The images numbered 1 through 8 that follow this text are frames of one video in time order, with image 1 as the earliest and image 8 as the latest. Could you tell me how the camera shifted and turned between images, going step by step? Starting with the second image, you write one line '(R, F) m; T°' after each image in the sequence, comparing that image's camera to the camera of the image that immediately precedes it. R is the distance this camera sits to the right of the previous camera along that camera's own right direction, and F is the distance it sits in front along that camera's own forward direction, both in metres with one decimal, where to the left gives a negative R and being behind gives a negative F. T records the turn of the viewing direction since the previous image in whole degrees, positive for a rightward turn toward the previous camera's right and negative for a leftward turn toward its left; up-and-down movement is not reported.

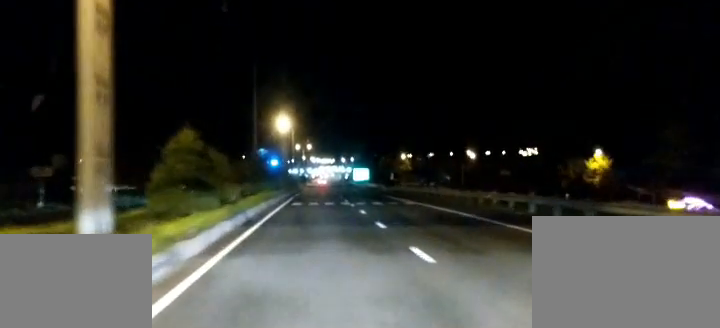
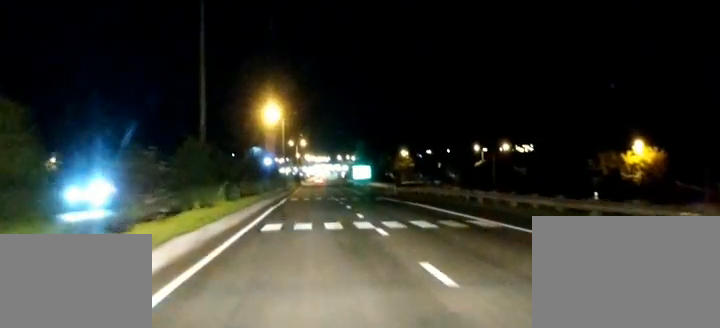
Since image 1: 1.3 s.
(0.0, +17.0) m; -1°
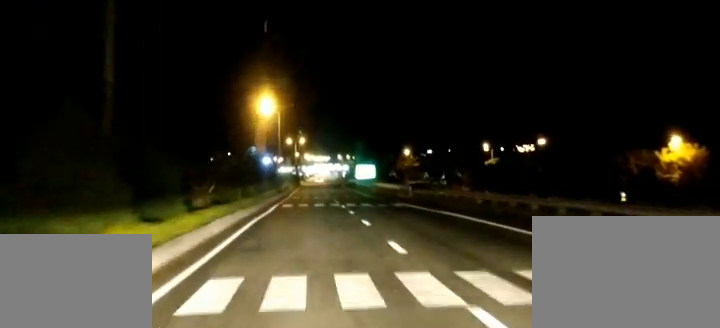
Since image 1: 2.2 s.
(-0.1, +11.6) m; -1°
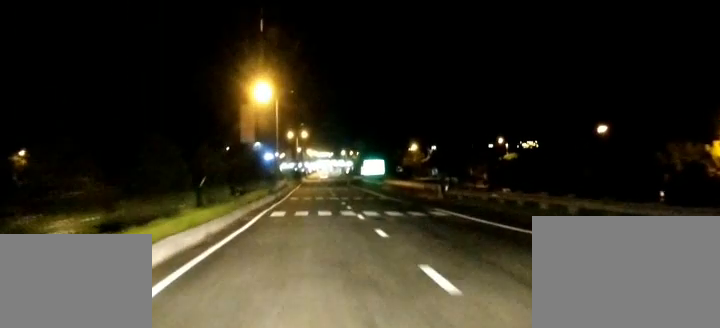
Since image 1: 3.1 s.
(-0.1, +11.9) m; +1°
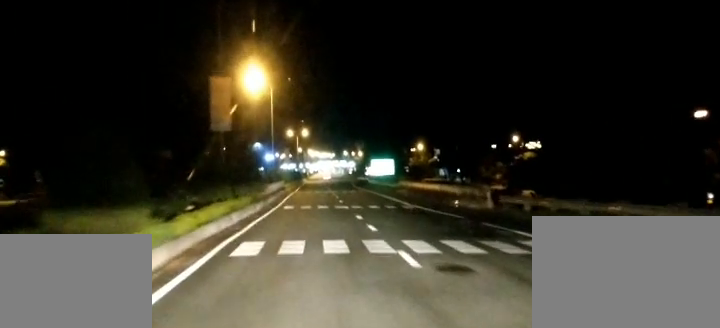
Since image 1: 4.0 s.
(+0.3, +11.1) m; 0°
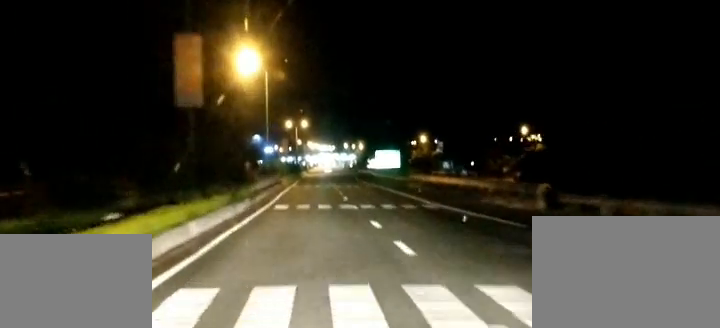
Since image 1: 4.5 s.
(-0.1, +7.6) m; 0°
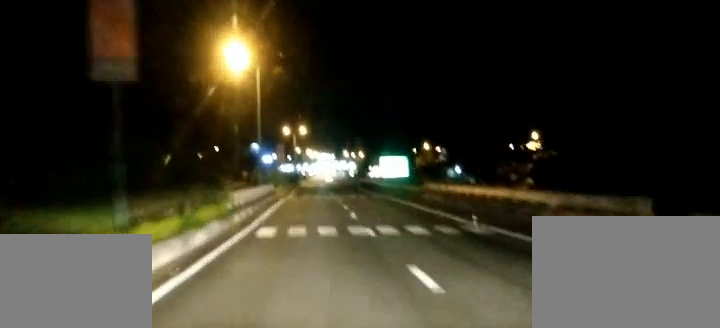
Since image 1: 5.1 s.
(-0.2, +7.7) m; 0°
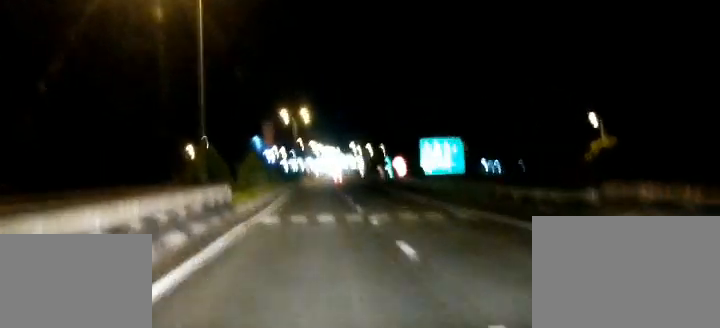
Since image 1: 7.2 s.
(+0.7, +33.4) m; +1°
